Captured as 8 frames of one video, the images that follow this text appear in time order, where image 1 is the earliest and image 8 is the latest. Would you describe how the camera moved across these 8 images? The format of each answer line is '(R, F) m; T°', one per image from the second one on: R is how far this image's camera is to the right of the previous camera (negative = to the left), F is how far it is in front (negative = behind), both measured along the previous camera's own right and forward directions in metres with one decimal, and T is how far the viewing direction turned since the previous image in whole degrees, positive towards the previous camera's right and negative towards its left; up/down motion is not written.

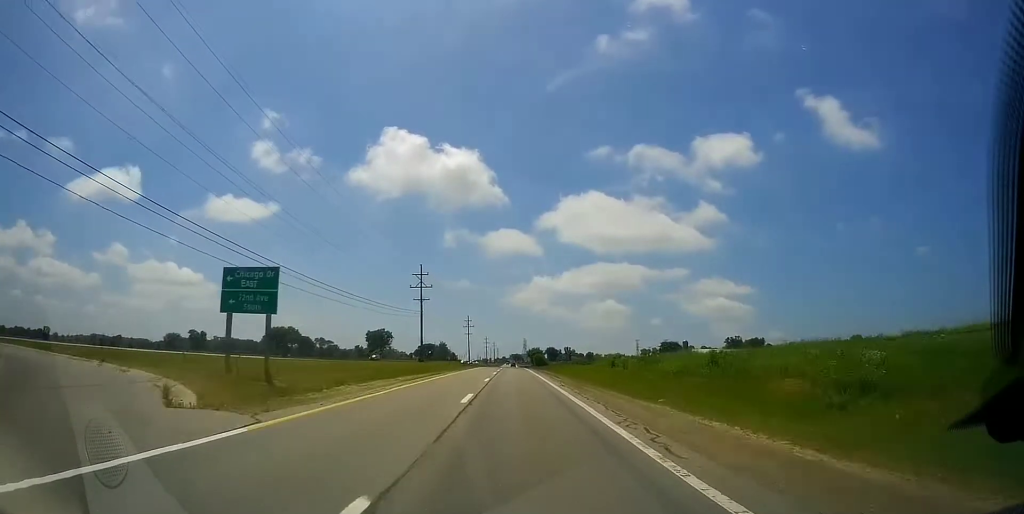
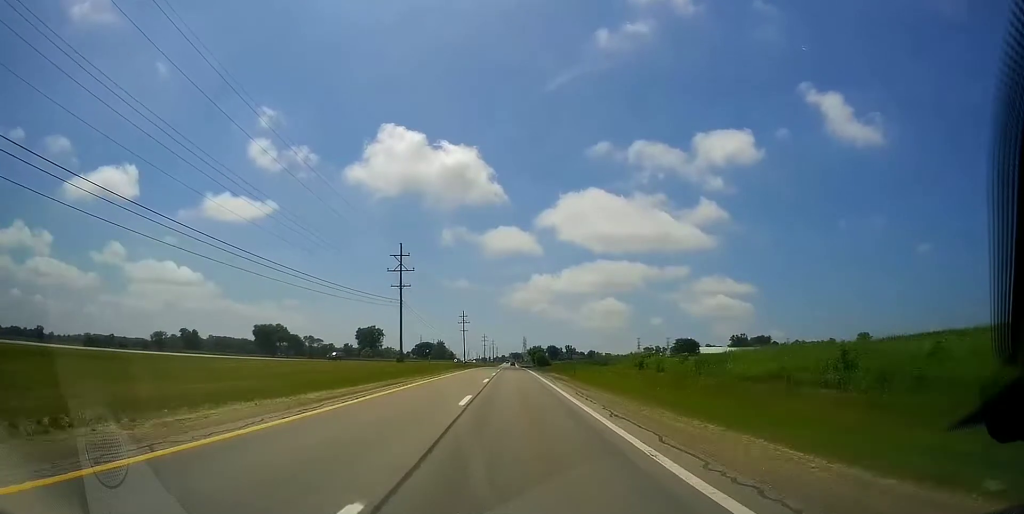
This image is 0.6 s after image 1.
(0.0, +16.0) m; -1°
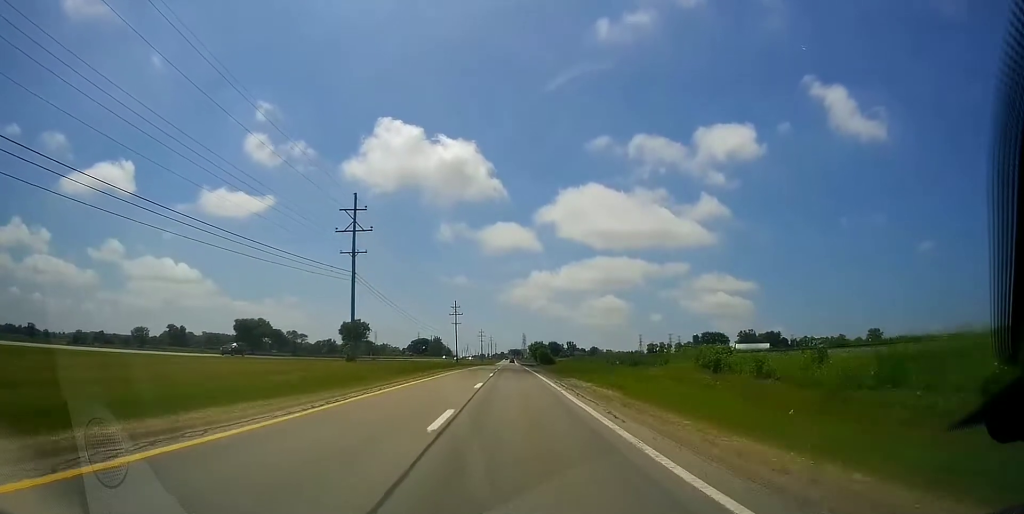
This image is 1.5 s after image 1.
(-0.1, +21.7) m; -1°
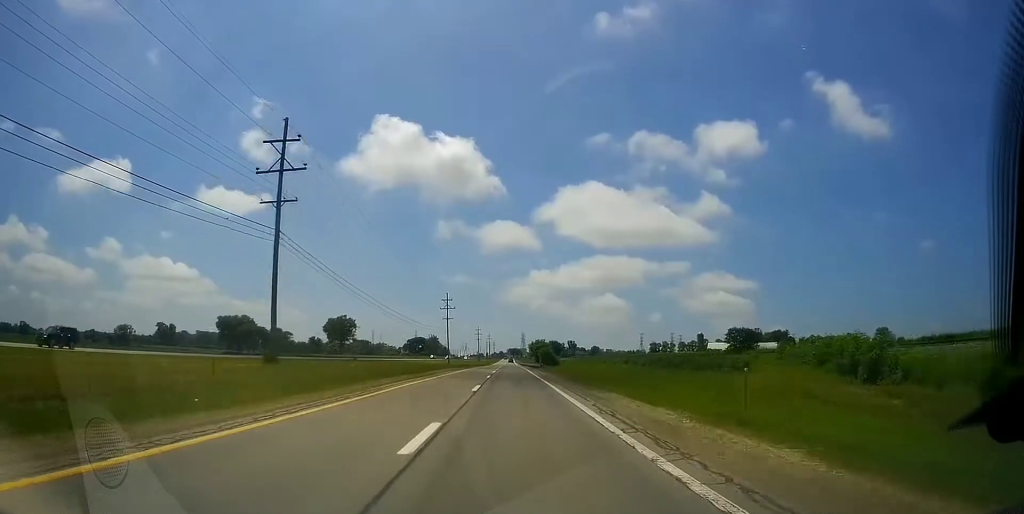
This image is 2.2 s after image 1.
(-0.2, +16.7) m; 0°
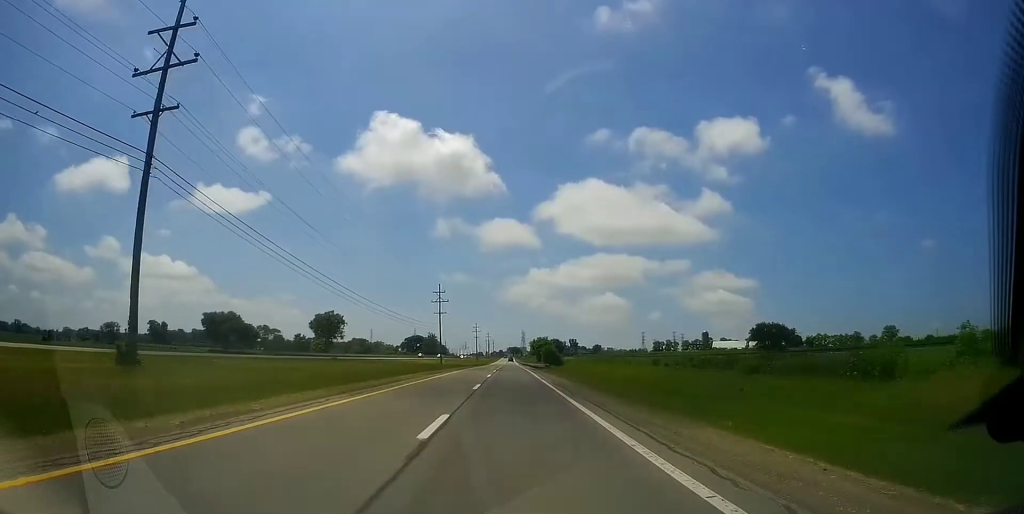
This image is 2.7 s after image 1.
(0.0, +14.1) m; 0°
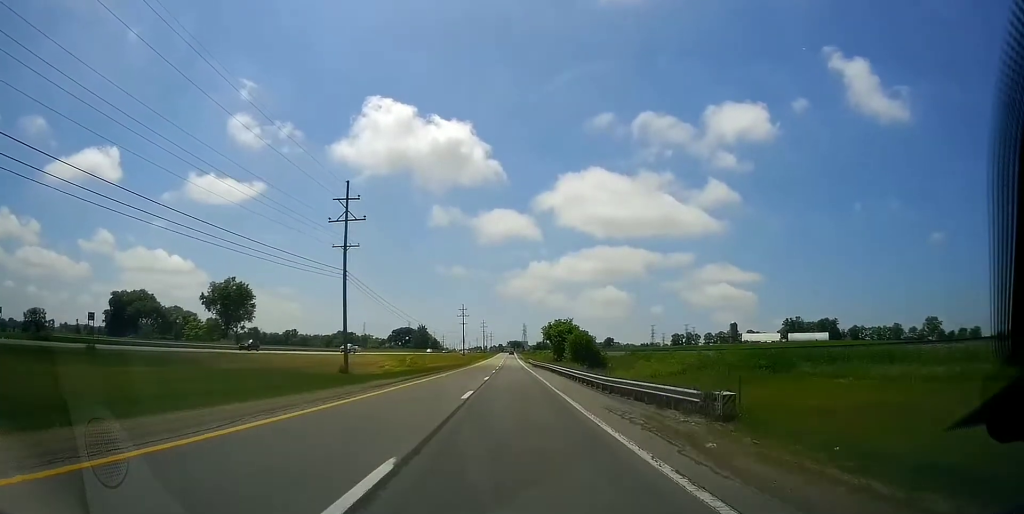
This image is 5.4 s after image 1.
(+0.8, +66.9) m; 0°
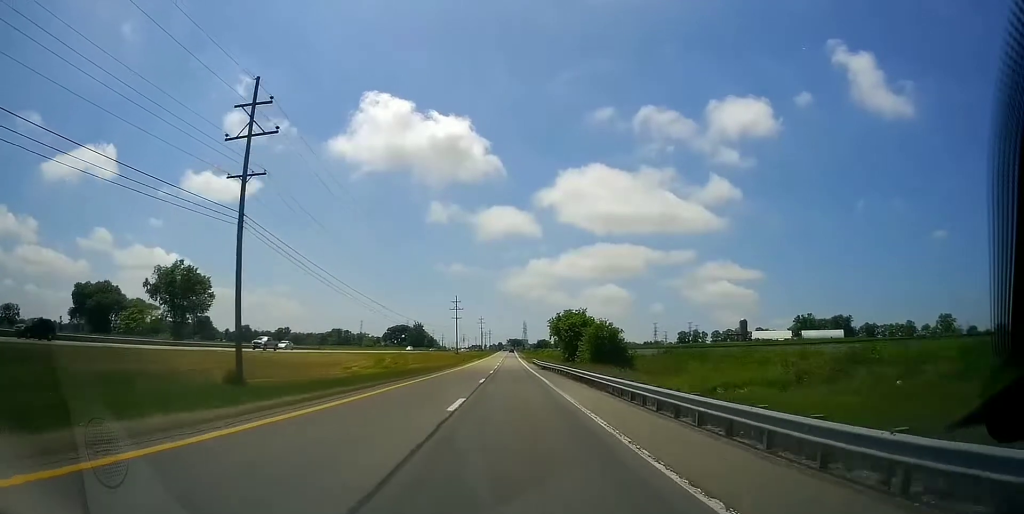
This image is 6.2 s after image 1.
(-0.1, +19.8) m; 0°
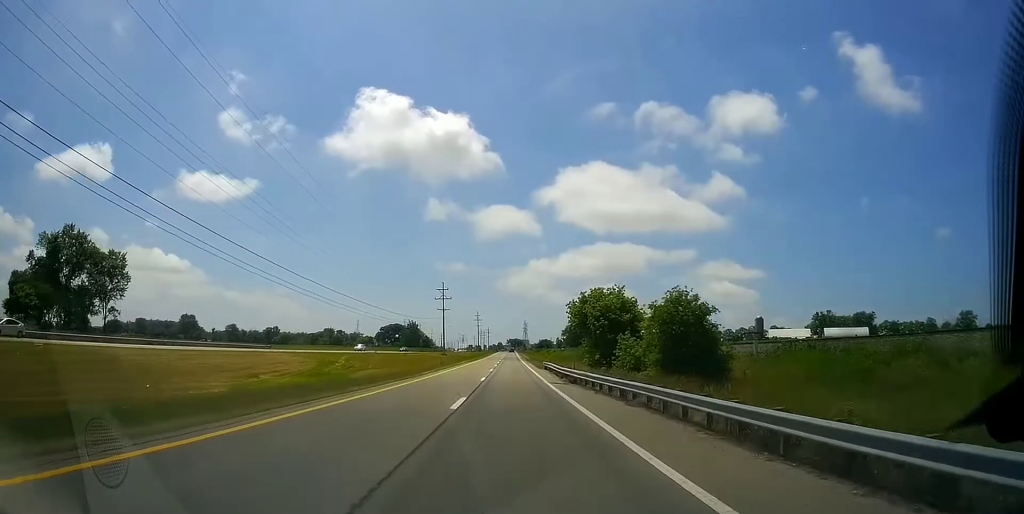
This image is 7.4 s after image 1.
(-0.1, +29.1) m; -1°
